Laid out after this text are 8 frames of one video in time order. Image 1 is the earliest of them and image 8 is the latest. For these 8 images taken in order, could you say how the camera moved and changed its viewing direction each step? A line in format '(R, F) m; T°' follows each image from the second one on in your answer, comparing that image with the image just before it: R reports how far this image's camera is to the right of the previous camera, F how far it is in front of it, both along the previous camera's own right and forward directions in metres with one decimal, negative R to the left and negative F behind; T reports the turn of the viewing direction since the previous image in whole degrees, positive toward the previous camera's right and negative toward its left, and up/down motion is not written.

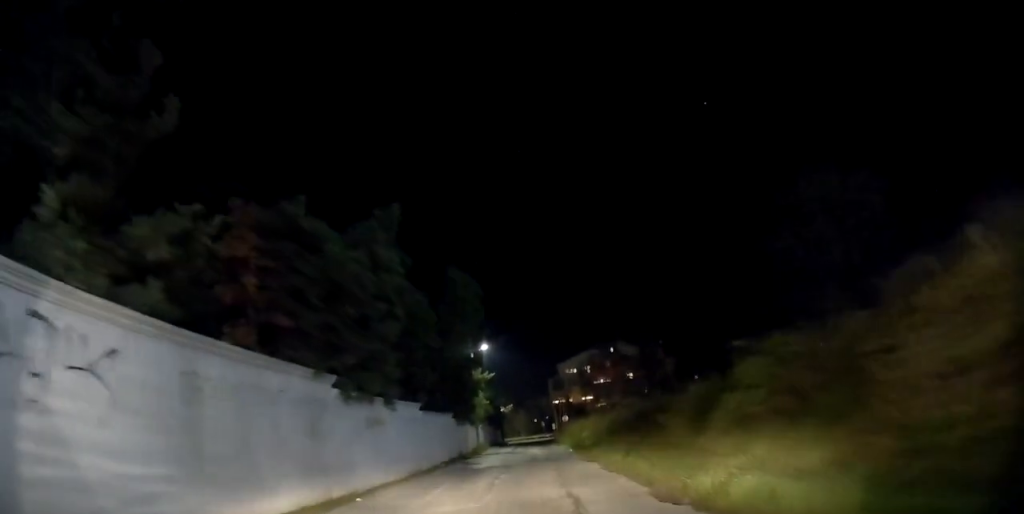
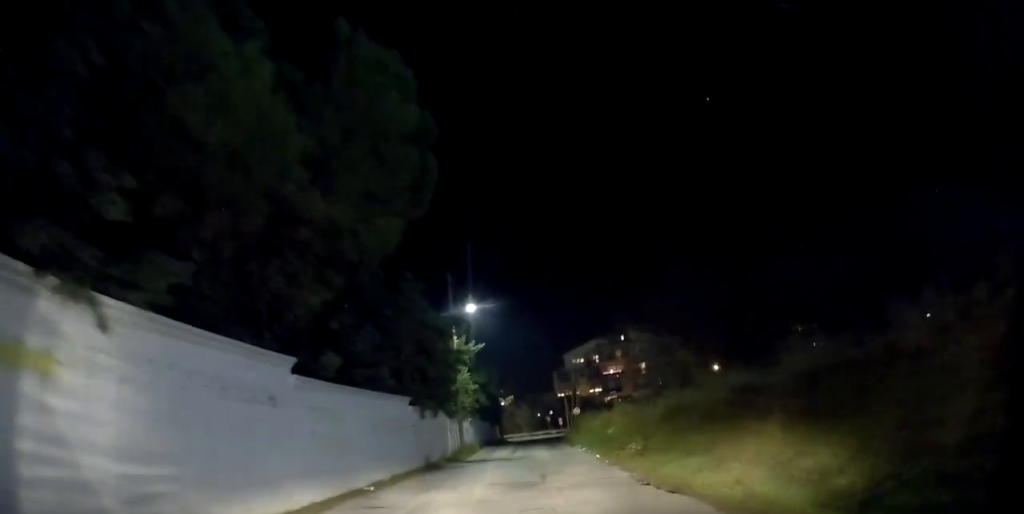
(0.0, +11.4) m; 0°
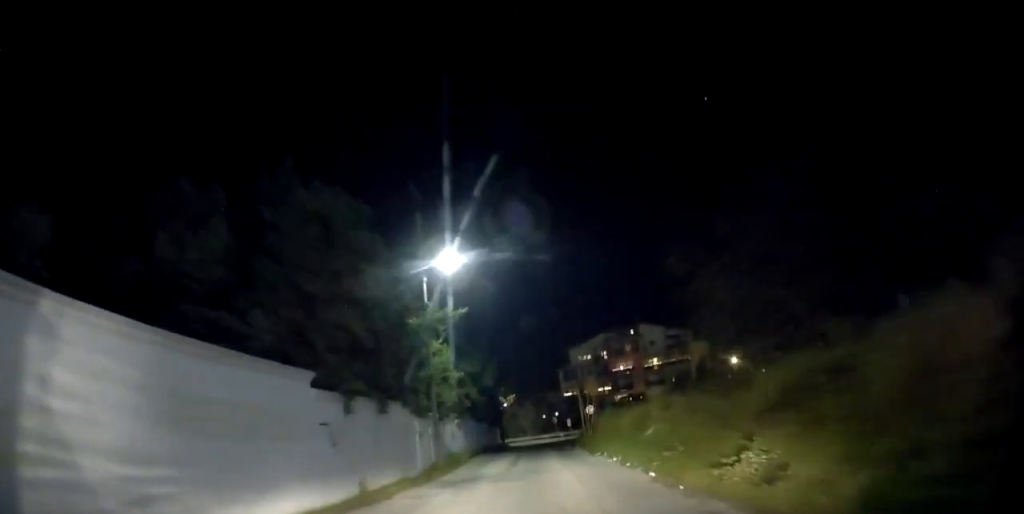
(0.0, +8.6) m; +1°
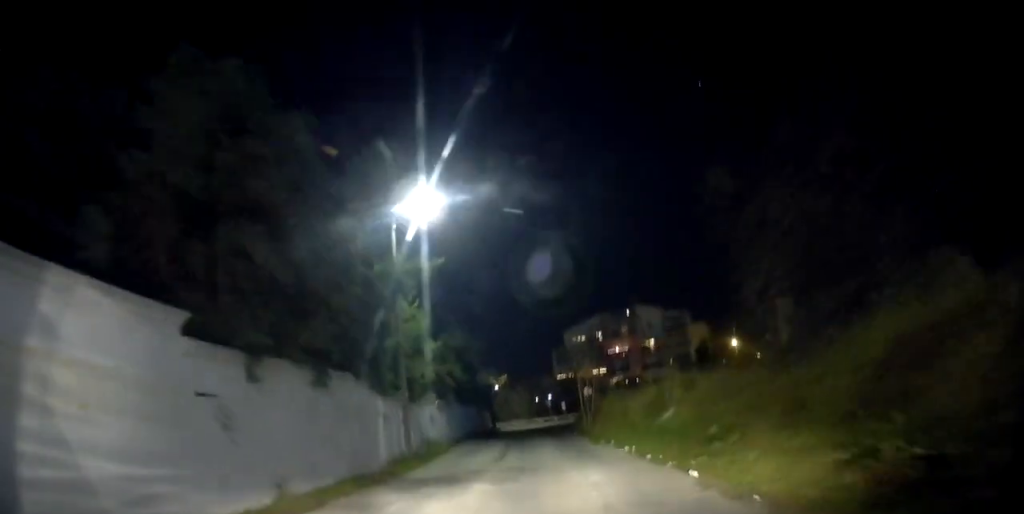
(+0.1, +3.8) m; +1°
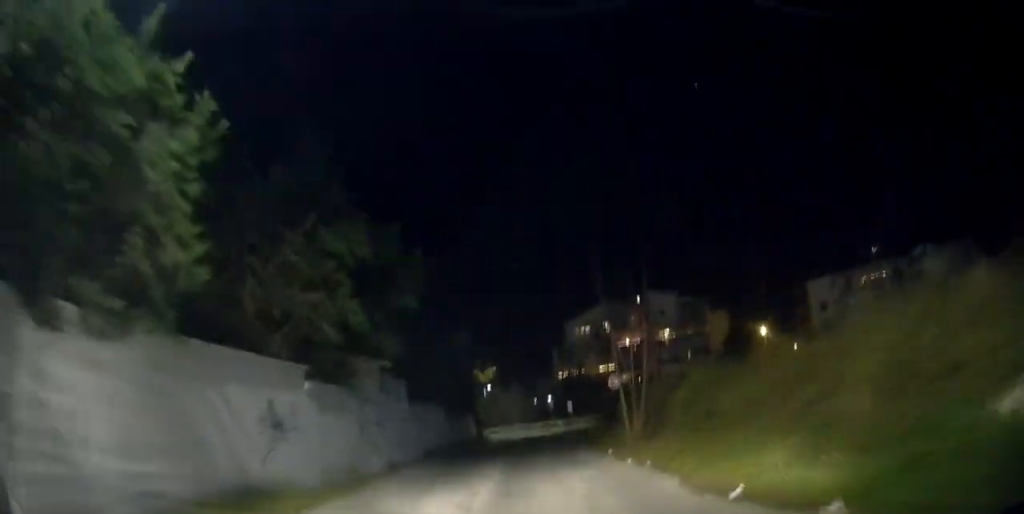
(-0.3, +14.4) m; -2°
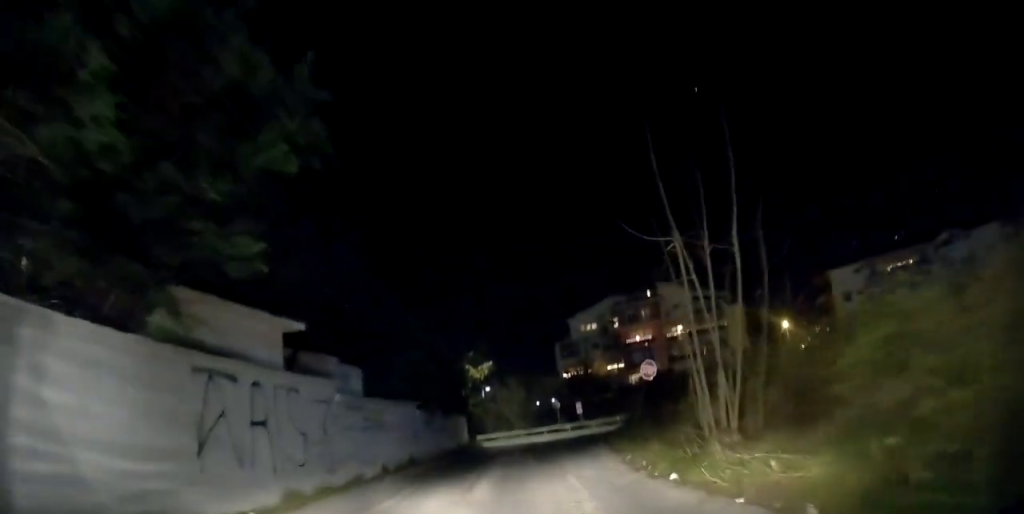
(0.0, +7.6) m; 0°
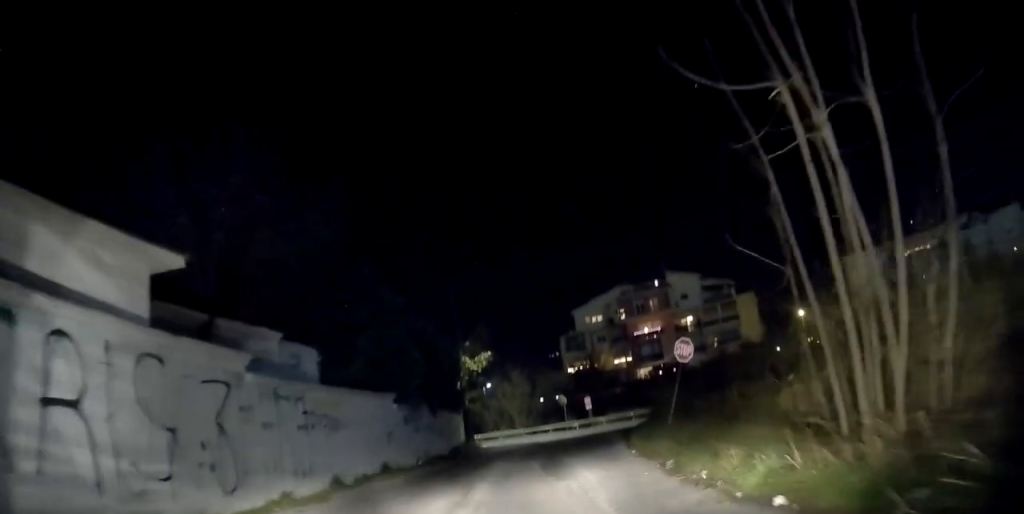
(+0.1, +4.4) m; 0°
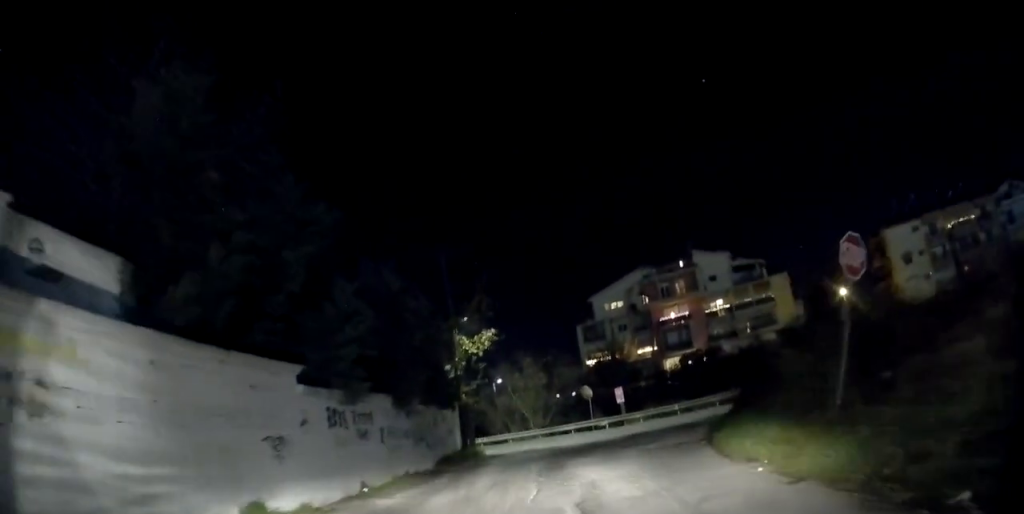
(-0.3, +8.6) m; -1°
